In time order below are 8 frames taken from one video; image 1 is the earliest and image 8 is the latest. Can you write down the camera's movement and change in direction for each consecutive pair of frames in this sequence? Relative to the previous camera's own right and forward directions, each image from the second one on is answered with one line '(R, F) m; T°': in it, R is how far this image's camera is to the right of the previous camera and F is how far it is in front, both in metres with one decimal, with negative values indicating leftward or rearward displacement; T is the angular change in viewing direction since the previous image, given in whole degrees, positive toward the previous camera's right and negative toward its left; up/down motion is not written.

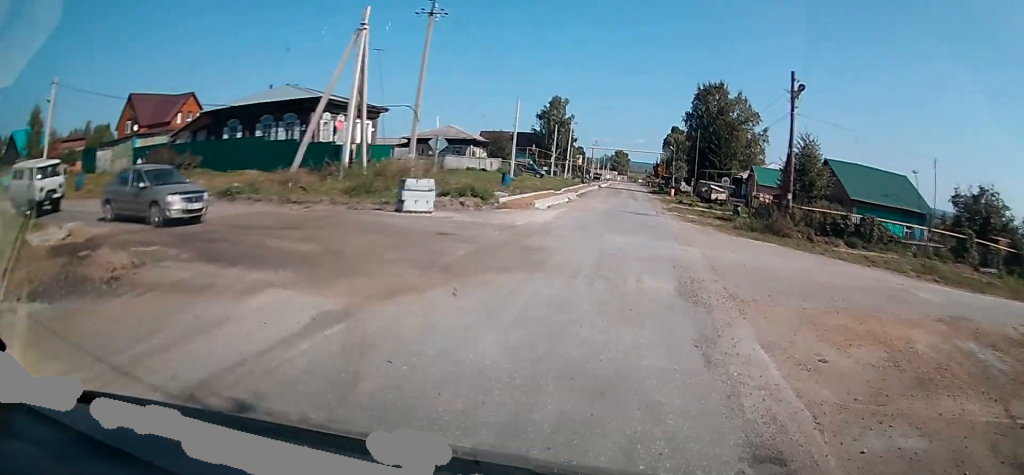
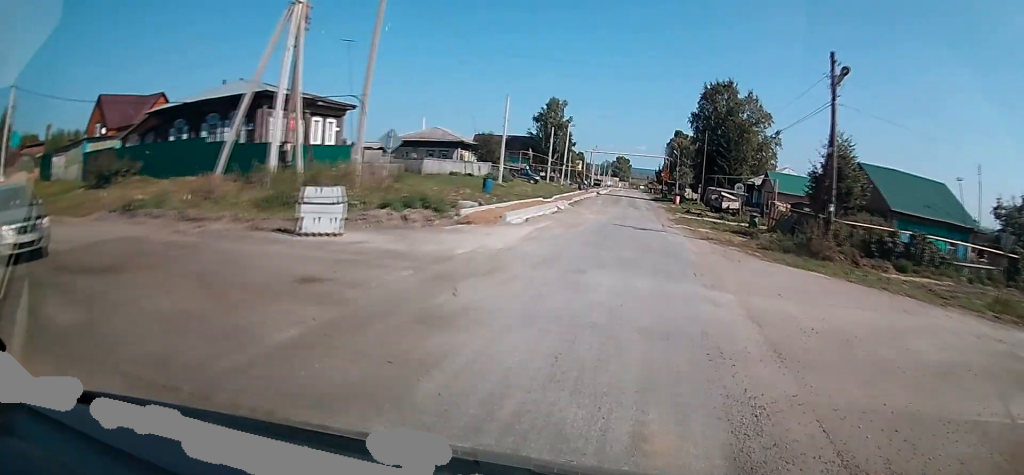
(0.0, +5.4) m; 0°
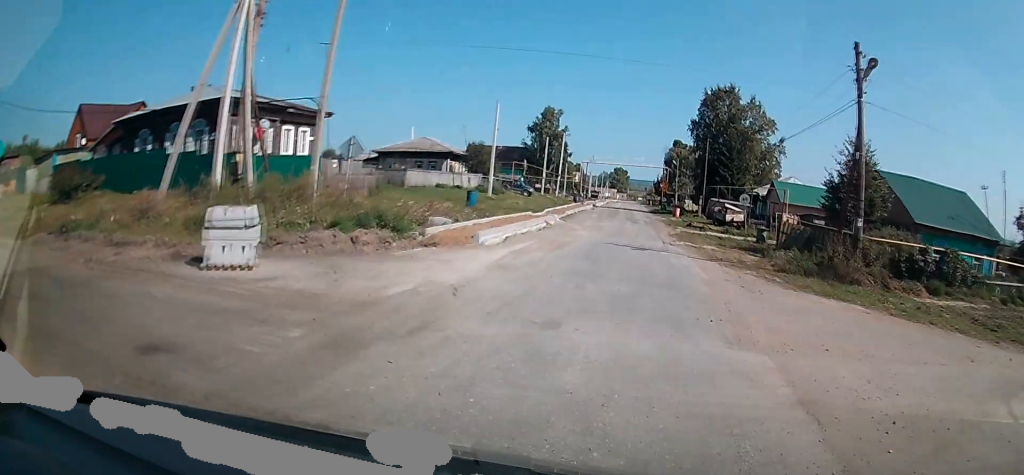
(0.0, +2.9) m; 0°
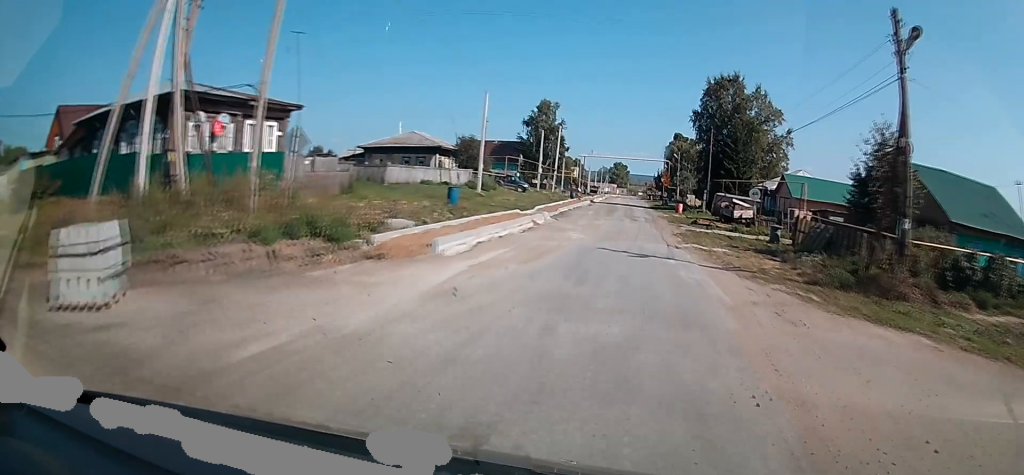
(0.0, +3.4) m; 0°
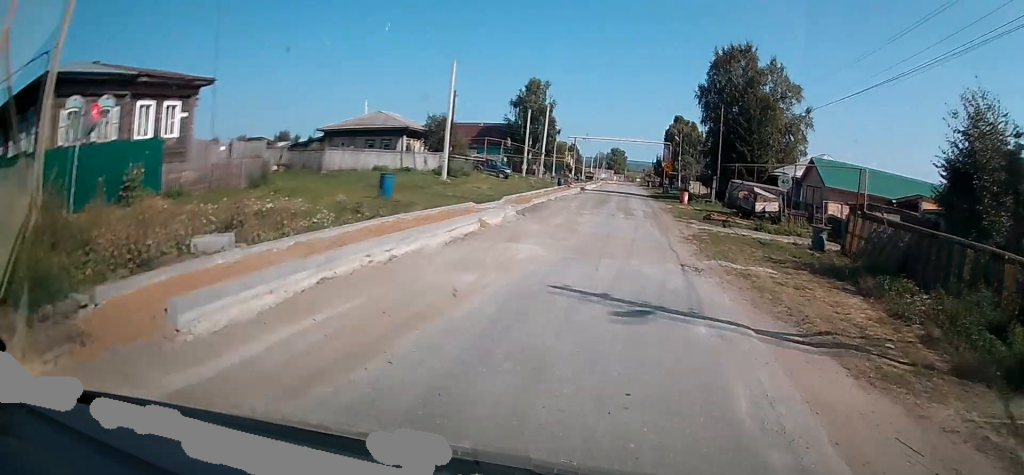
(0.0, +7.9) m; 0°
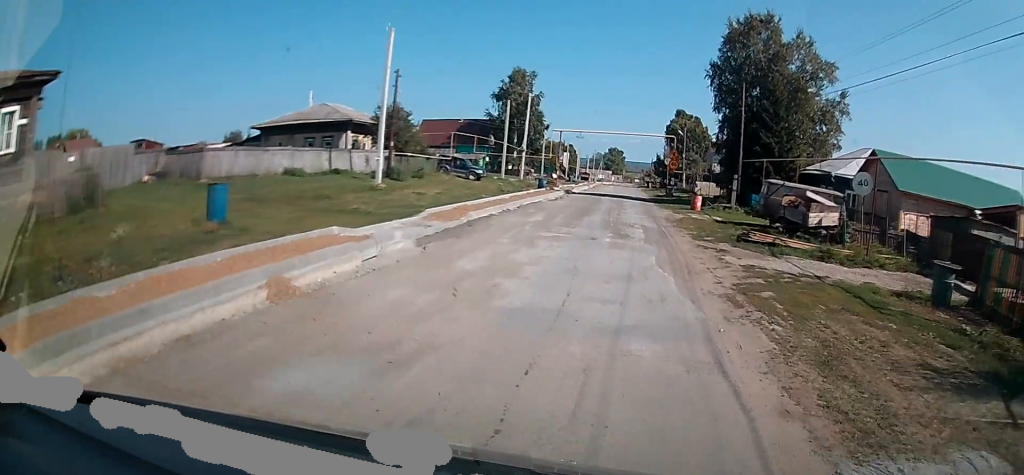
(+0.1, +10.2) m; +1°
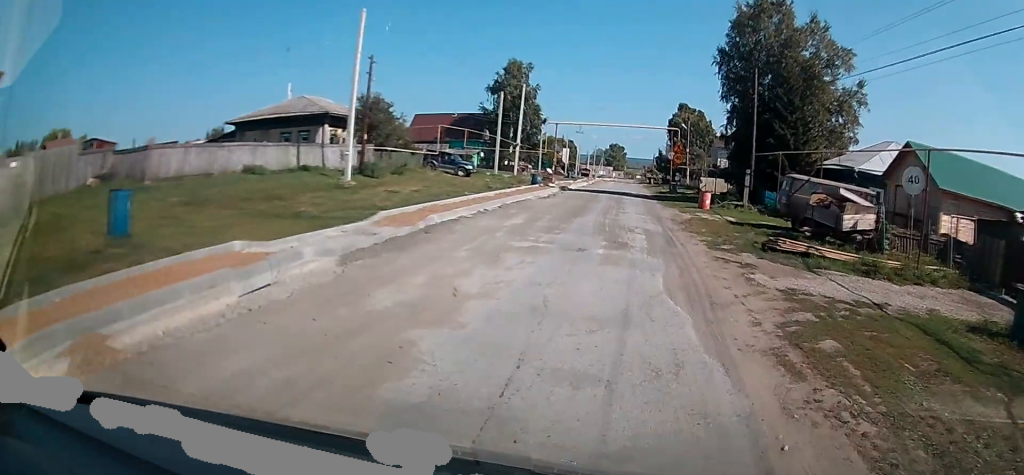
(0.0, +3.5) m; 0°
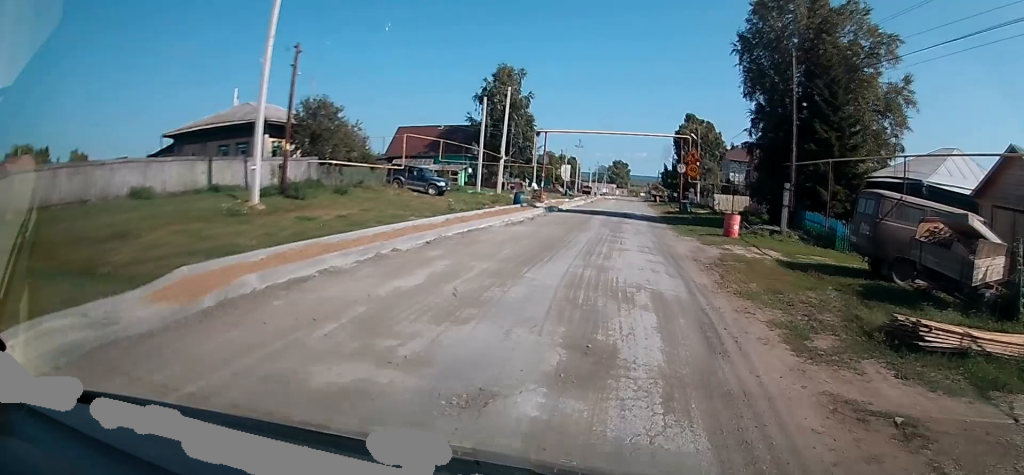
(-0.1, +7.4) m; -1°
